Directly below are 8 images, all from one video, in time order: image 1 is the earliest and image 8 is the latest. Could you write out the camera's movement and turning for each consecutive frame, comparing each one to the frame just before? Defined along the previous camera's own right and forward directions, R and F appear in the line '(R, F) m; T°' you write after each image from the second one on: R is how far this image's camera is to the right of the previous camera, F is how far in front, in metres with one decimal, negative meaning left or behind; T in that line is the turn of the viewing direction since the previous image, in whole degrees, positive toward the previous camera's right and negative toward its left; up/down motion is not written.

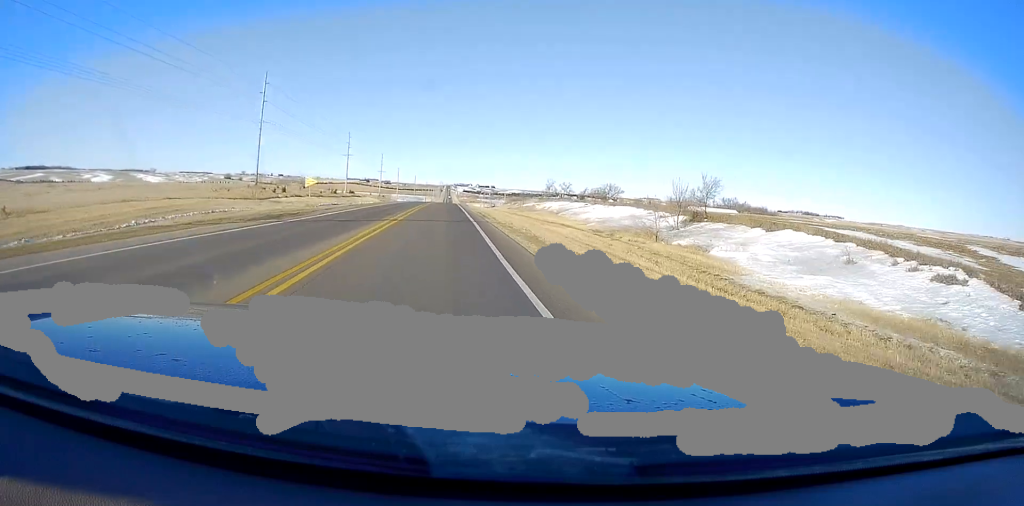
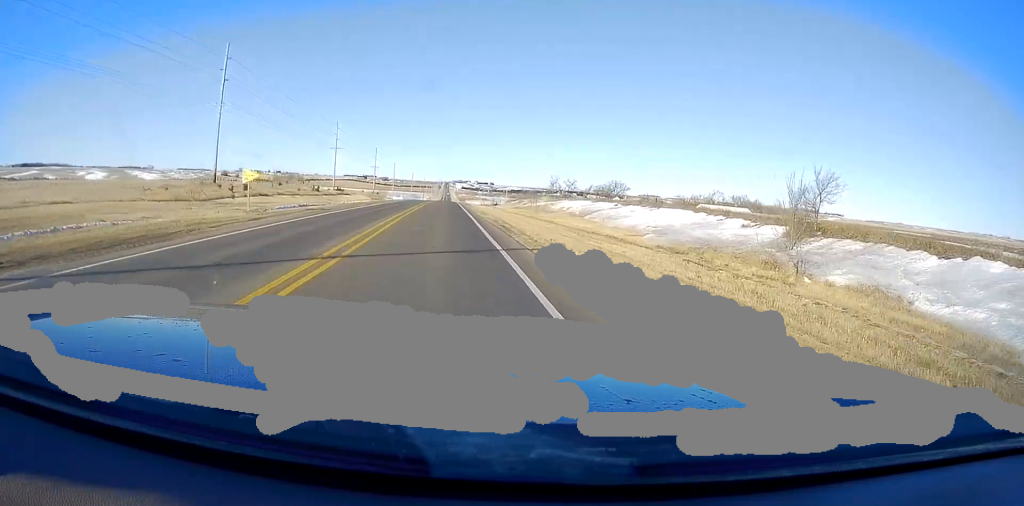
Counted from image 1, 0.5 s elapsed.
(0.0, +14.6) m; 0°
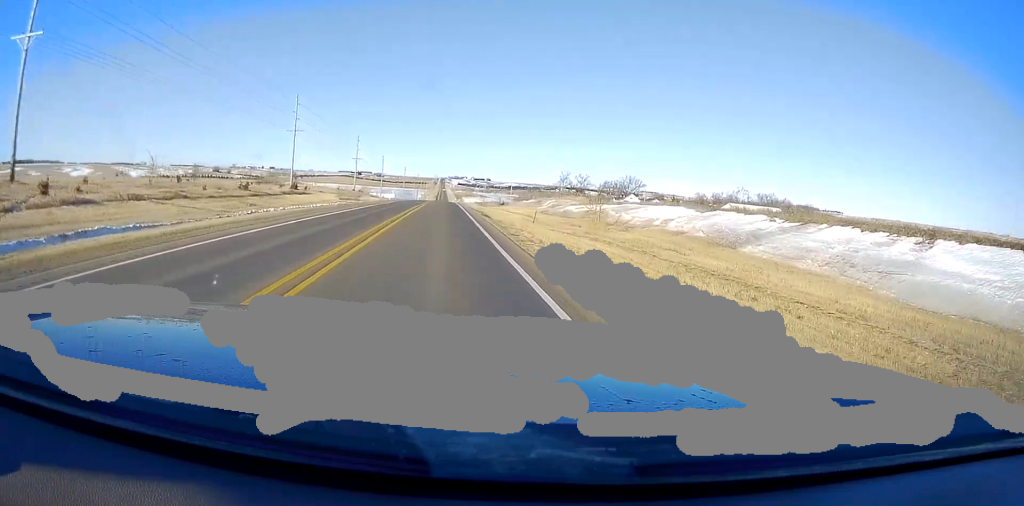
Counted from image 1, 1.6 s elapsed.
(0.0, +34.0) m; 0°
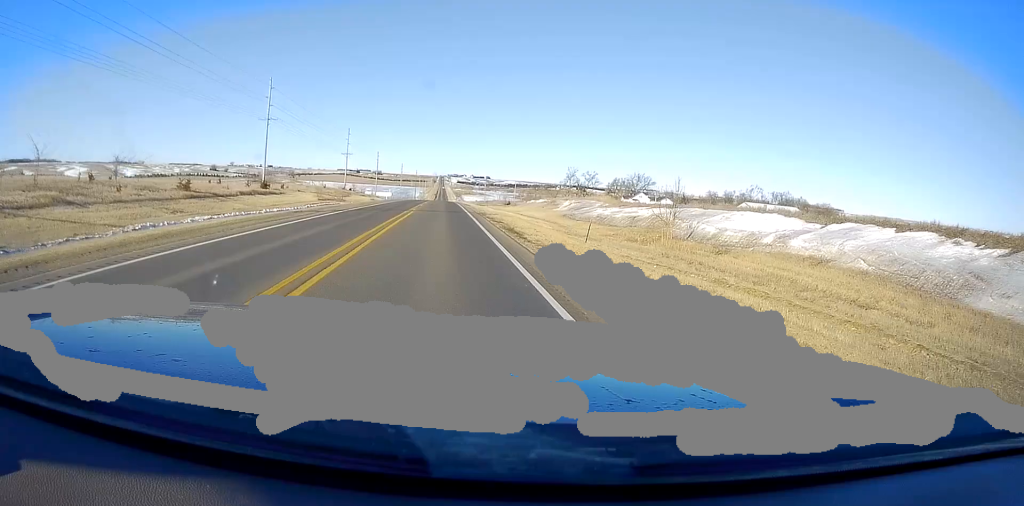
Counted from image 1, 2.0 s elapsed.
(0.0, +15.2) m; 0°
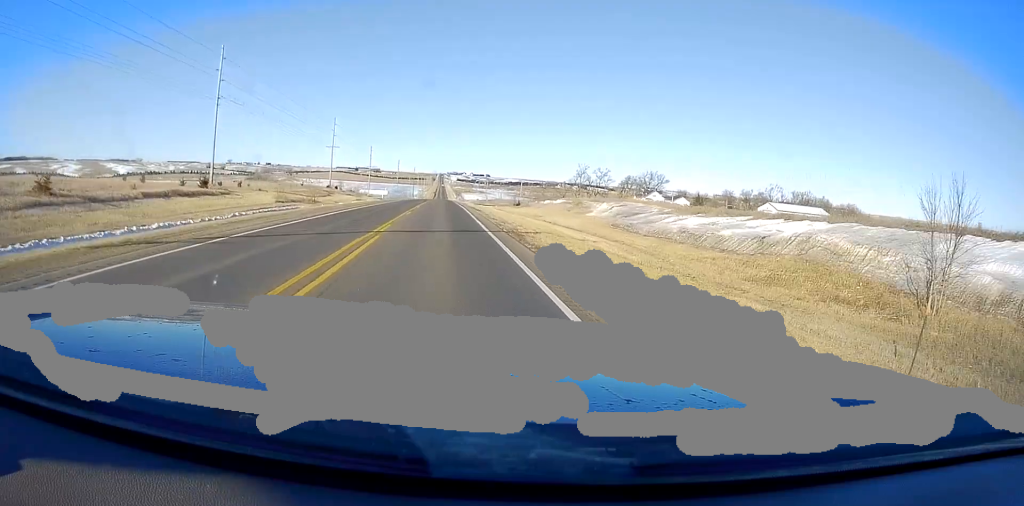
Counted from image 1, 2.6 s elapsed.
(0.0, +19.4) m; 0°
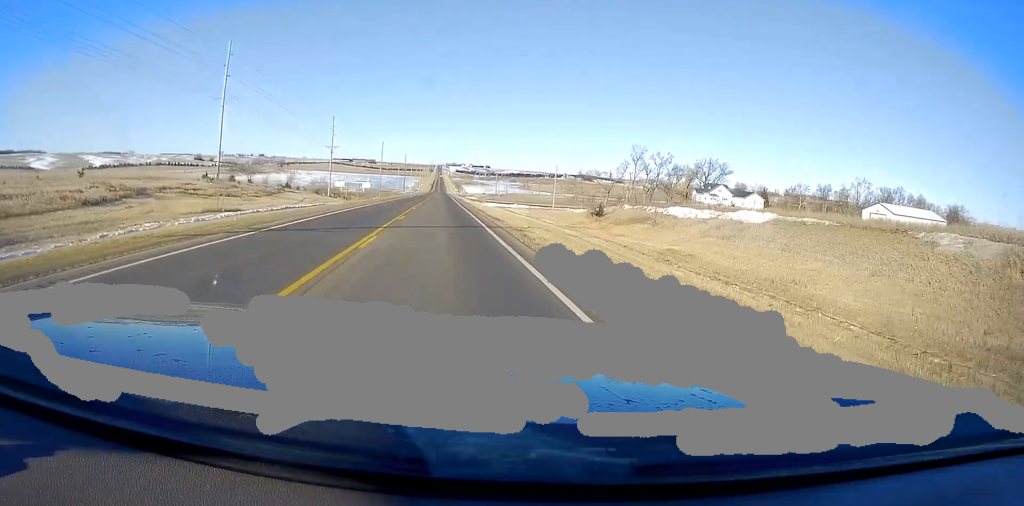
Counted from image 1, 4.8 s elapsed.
(0.0, +66.1) m; 0°
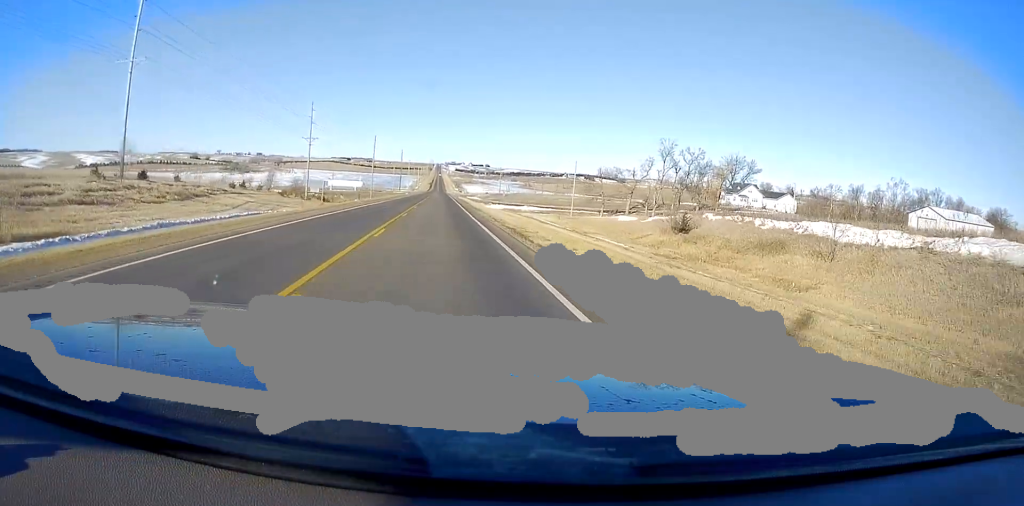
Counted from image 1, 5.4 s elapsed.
(0.0, +21.5) m; 0°
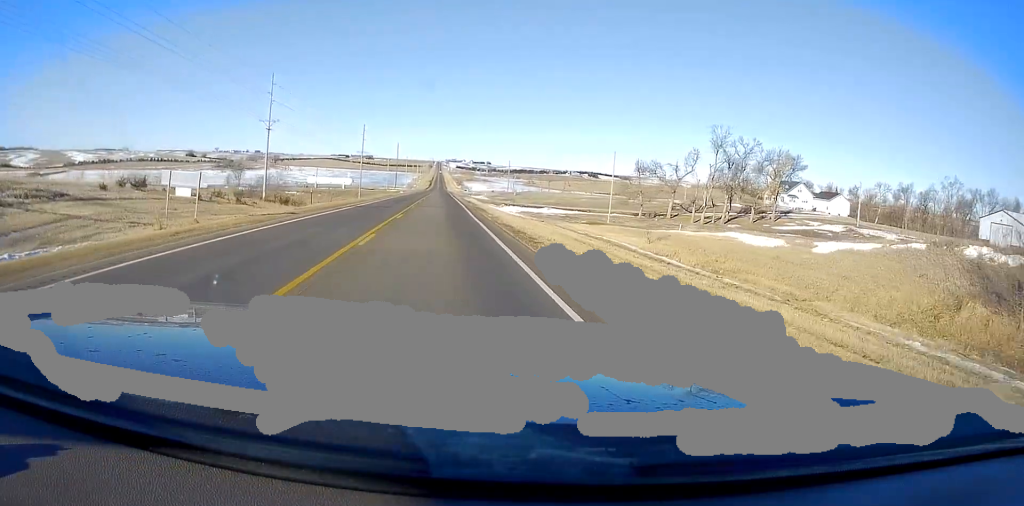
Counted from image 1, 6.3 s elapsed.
(0.0, +27.2) m; 0°
